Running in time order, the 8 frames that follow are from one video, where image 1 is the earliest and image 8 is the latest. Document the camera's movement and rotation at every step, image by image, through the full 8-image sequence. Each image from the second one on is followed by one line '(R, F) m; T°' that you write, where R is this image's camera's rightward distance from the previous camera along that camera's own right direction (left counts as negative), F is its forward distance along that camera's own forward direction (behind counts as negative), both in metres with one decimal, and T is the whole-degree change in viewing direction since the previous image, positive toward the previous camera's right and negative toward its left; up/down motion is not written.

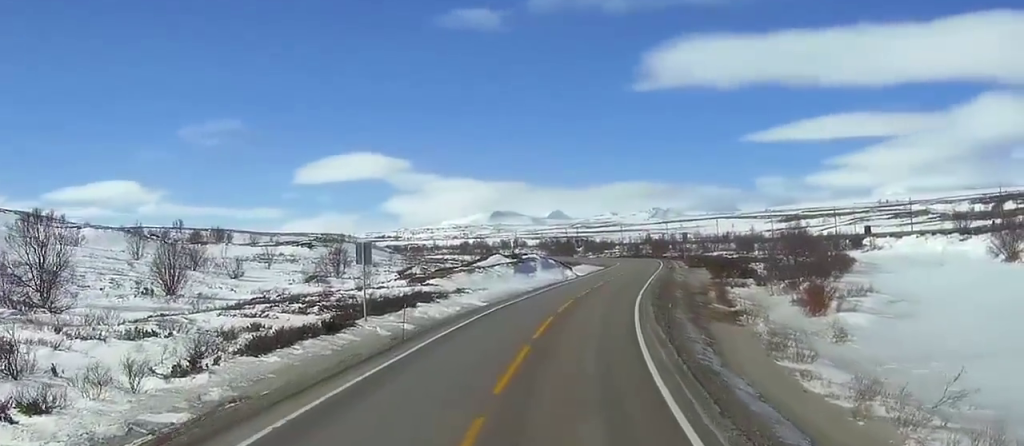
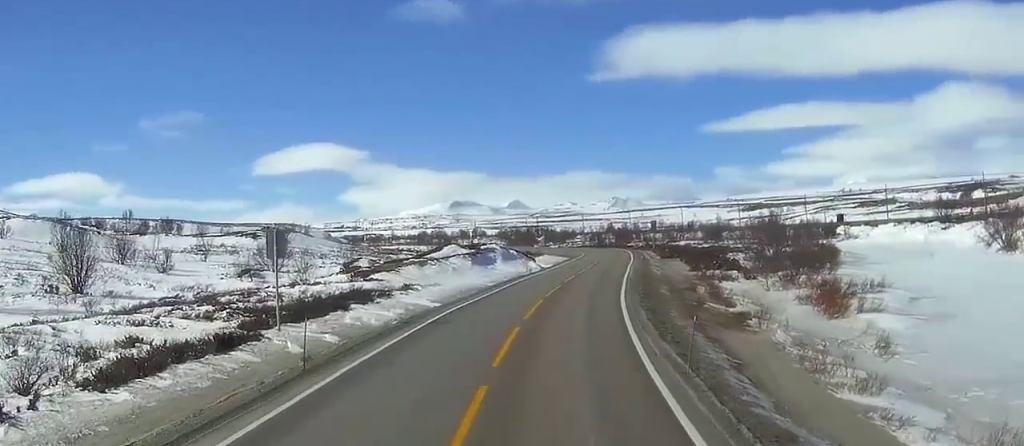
(+0.5, +10.0) m; +2°
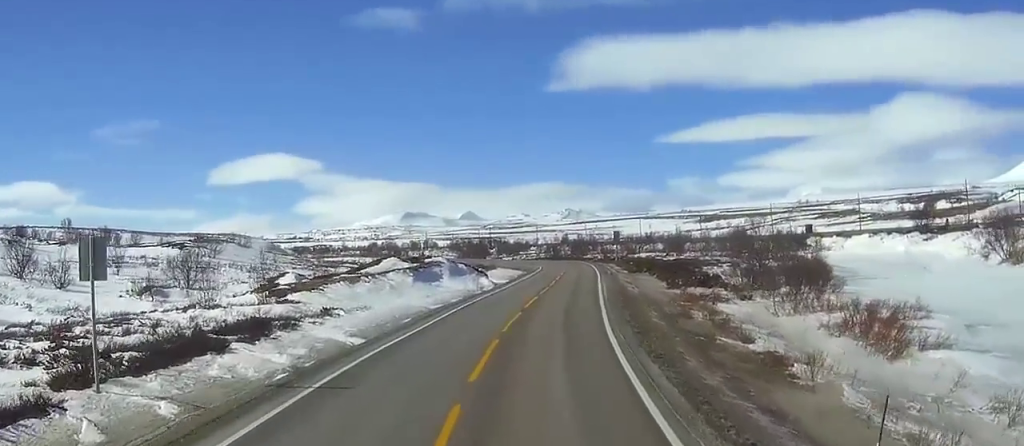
(+0.3, +12.8) m; +2°
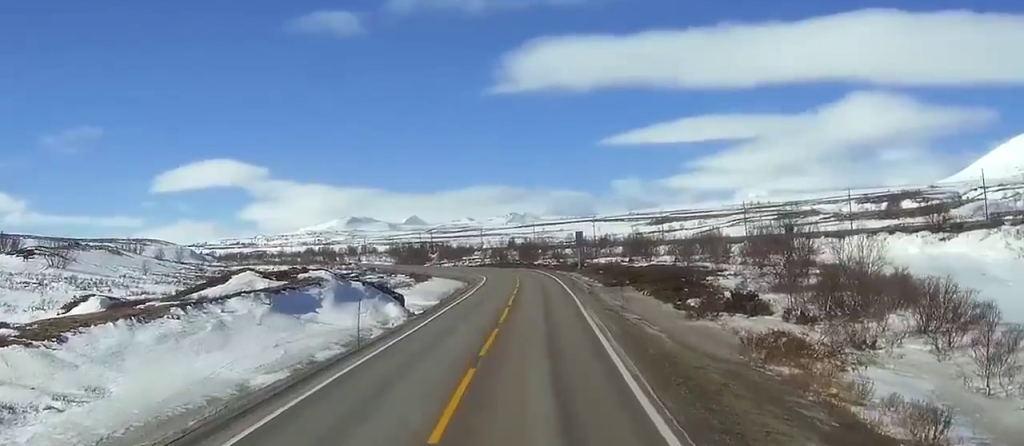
(+0.4, +30.3) m; +3°
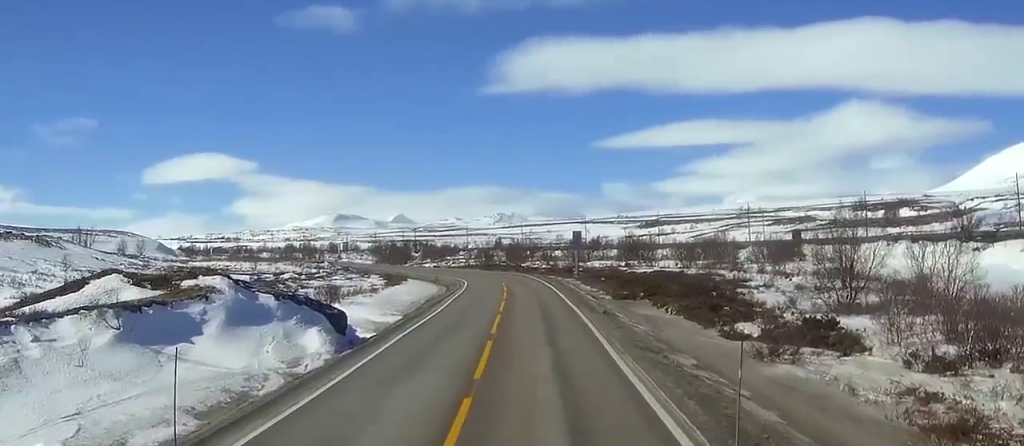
(+0.4, +16.1) m; +2°
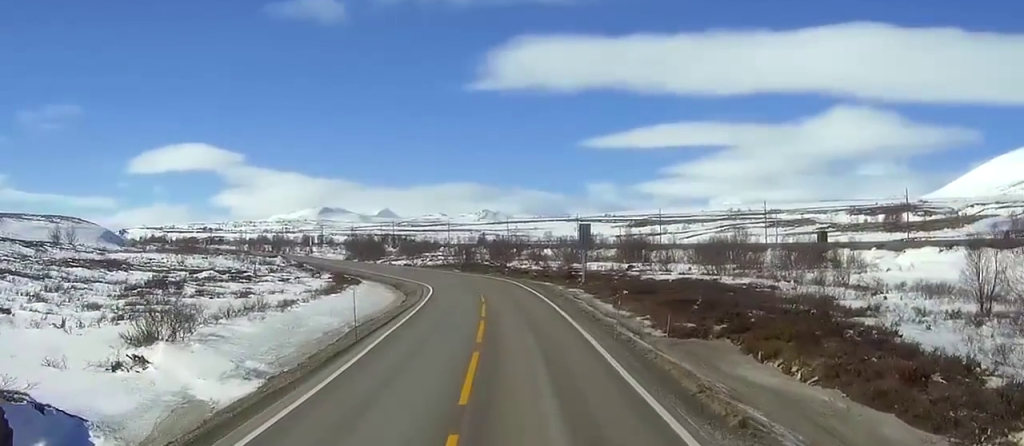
(+0.5, +26.8) m; +2°
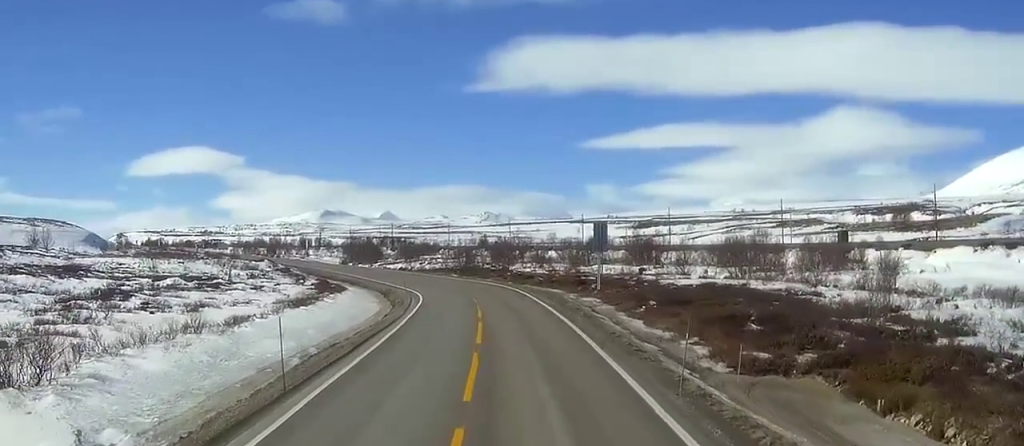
(0.0, +10.6) m; 0°
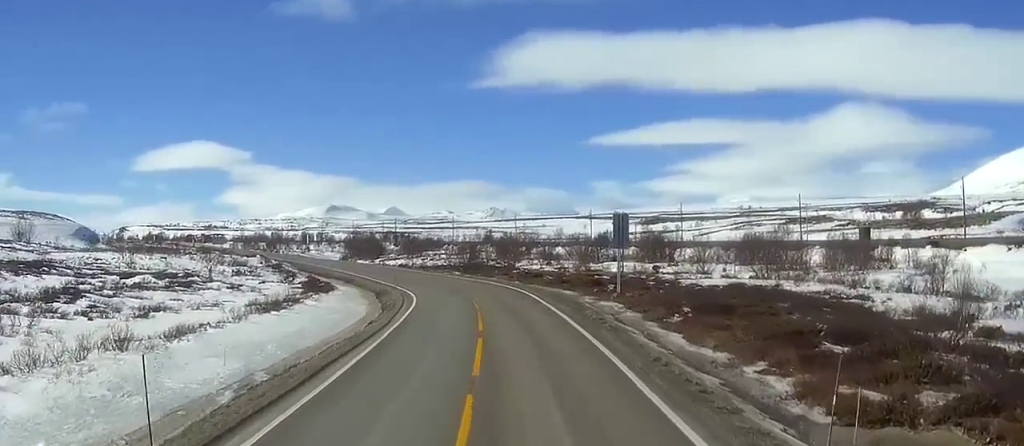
(+0.1, +8.3) m; 0°
